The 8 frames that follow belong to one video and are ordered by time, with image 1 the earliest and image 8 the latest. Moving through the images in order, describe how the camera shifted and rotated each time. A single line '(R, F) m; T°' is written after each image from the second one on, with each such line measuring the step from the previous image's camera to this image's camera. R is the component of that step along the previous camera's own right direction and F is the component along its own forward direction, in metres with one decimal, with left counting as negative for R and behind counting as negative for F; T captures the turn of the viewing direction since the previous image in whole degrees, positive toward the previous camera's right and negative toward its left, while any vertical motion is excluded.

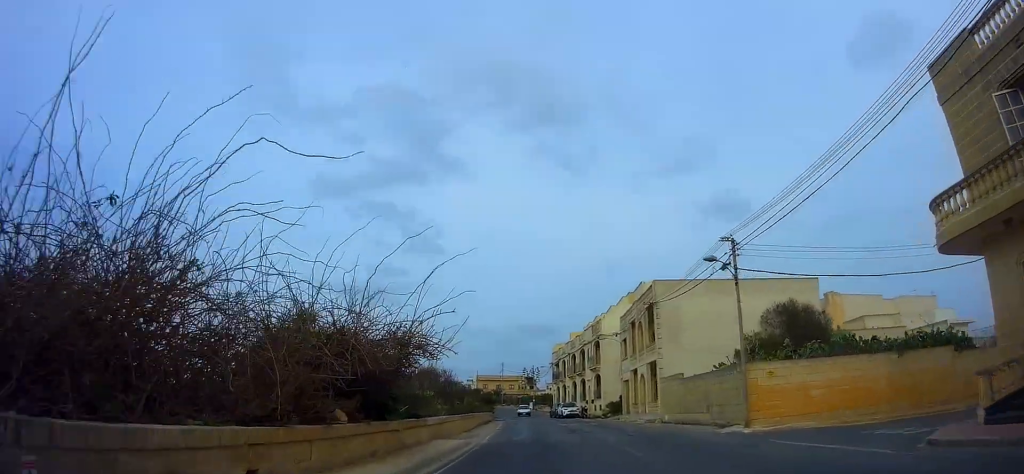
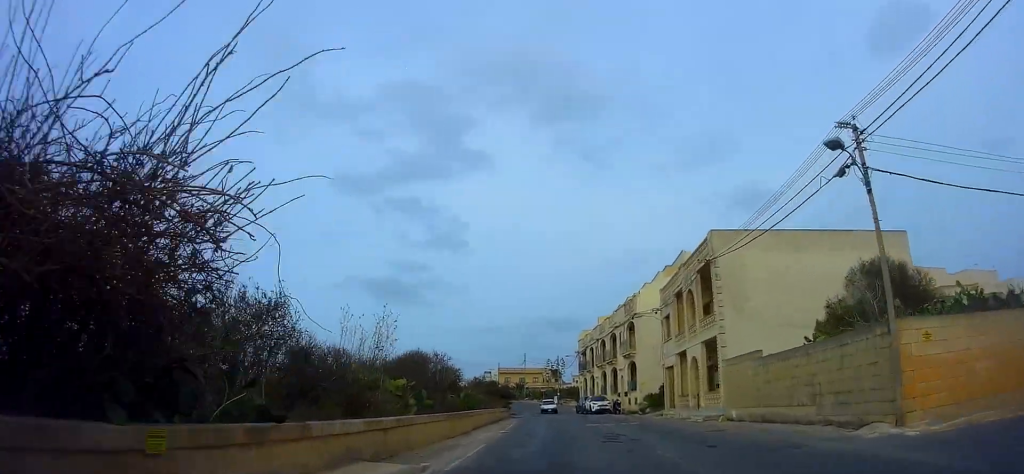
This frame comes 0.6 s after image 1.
(-0.3, +8.4) m; -2°
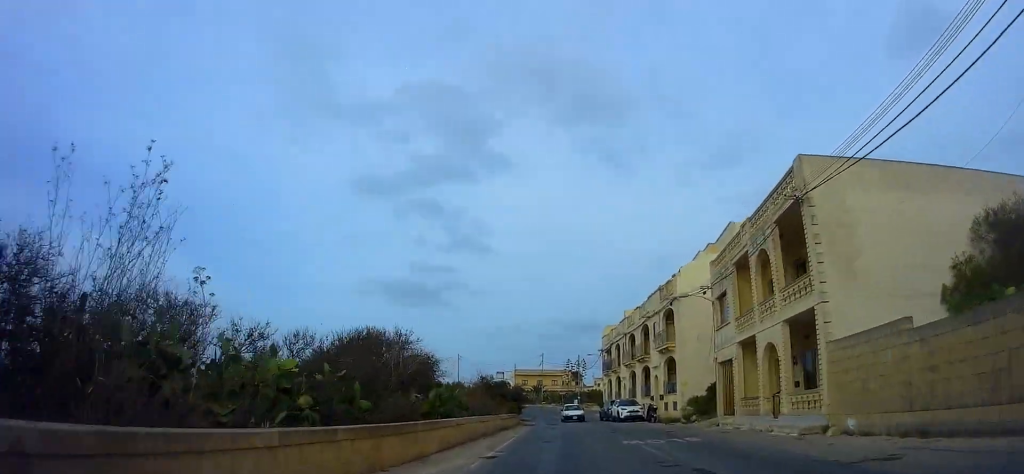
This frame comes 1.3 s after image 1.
(-0.1, +8.7) m; -2°
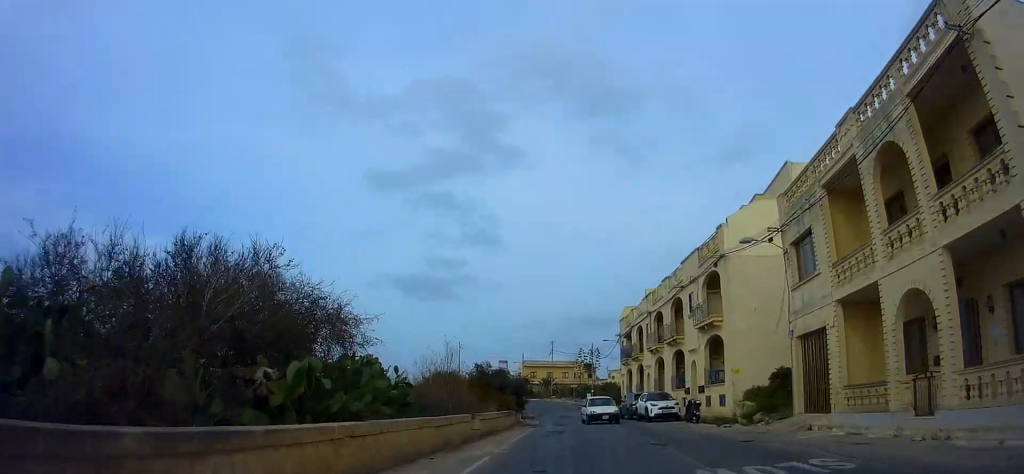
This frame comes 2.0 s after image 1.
(-0.1, +9.2) m; -2°
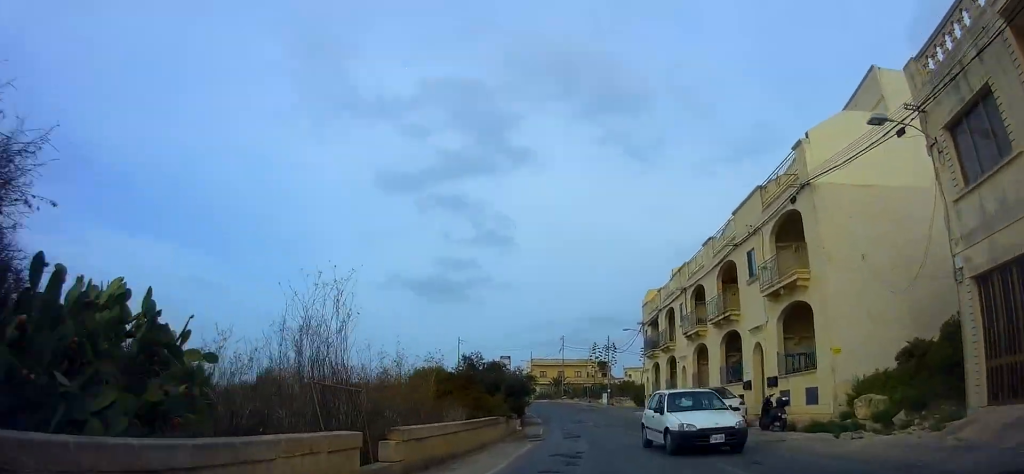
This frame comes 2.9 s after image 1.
(-0.5, +10.0) m; -1°
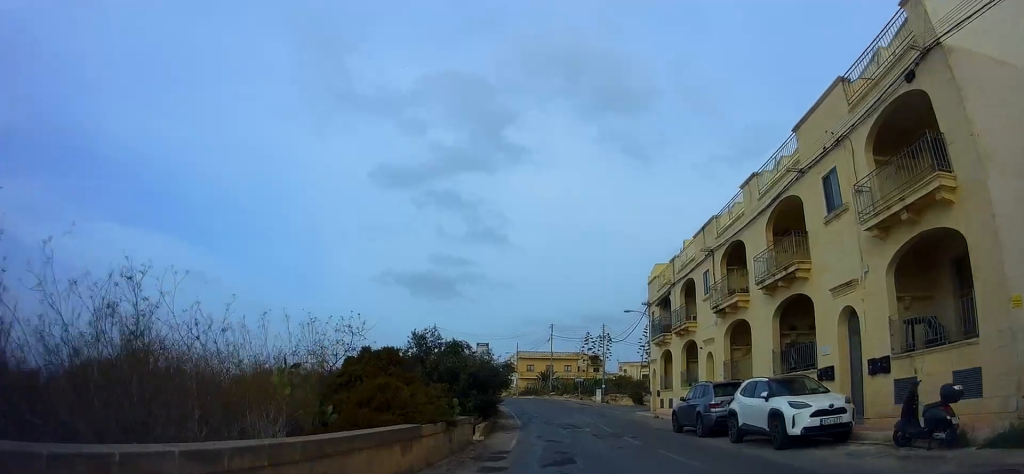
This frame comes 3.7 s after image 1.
(+0.4, +9.0) m; 0°
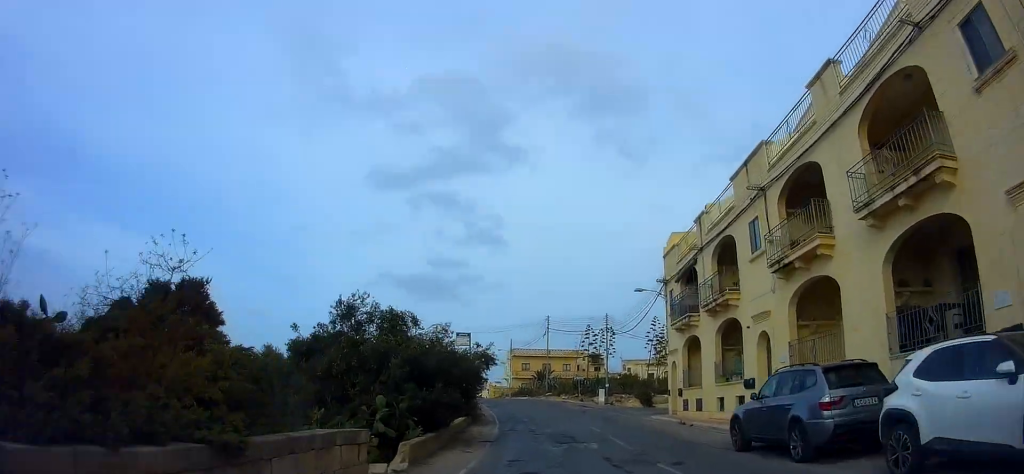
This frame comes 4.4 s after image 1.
(-0.3, +7.8) m; 0°
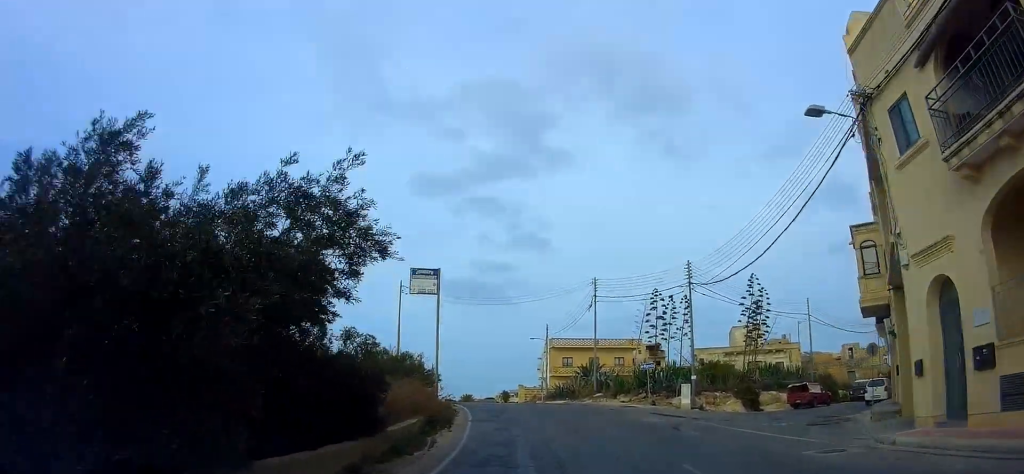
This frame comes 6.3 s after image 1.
(-1.0, +19.8) m; -8°
